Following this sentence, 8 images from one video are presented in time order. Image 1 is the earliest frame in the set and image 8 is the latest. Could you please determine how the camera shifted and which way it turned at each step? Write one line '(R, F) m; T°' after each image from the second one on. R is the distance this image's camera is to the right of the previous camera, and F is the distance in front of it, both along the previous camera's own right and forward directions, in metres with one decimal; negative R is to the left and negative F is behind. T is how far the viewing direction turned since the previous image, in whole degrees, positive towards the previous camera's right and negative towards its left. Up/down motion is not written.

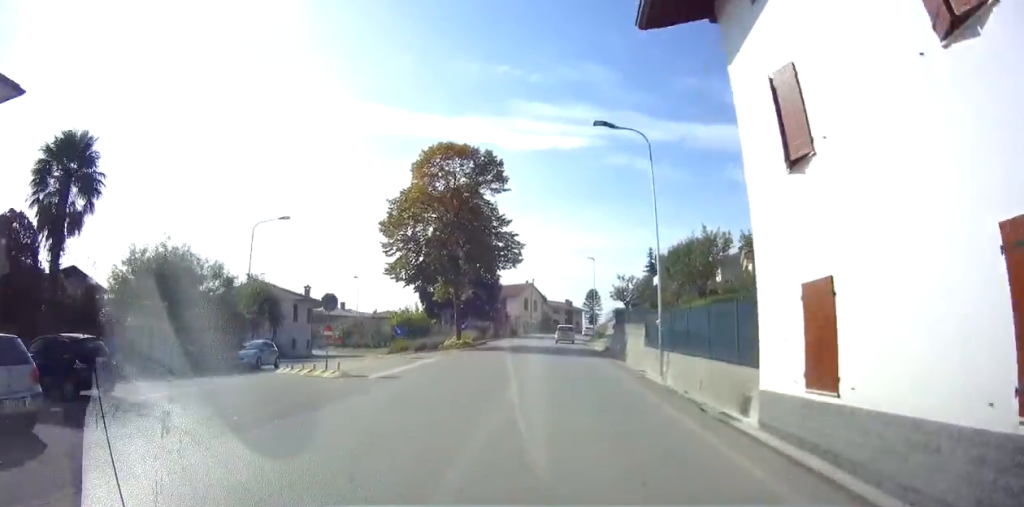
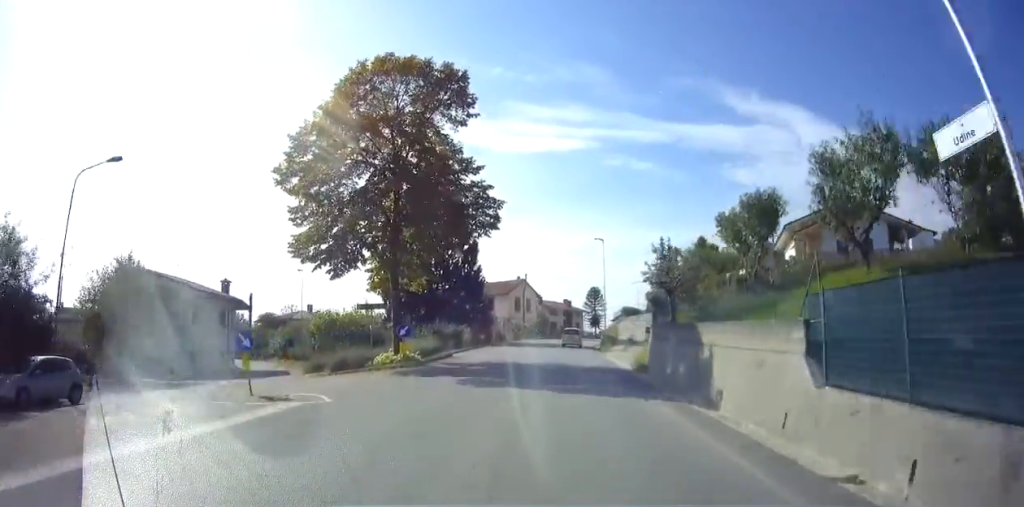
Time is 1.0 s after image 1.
(+0.2, +14.3) m; +1°
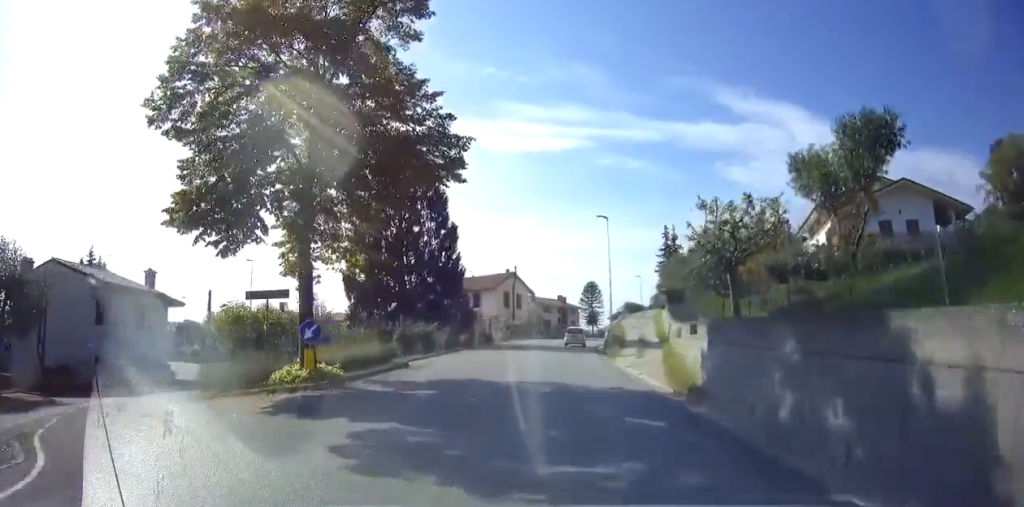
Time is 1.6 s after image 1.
(0.0, +8.1) m; 0°
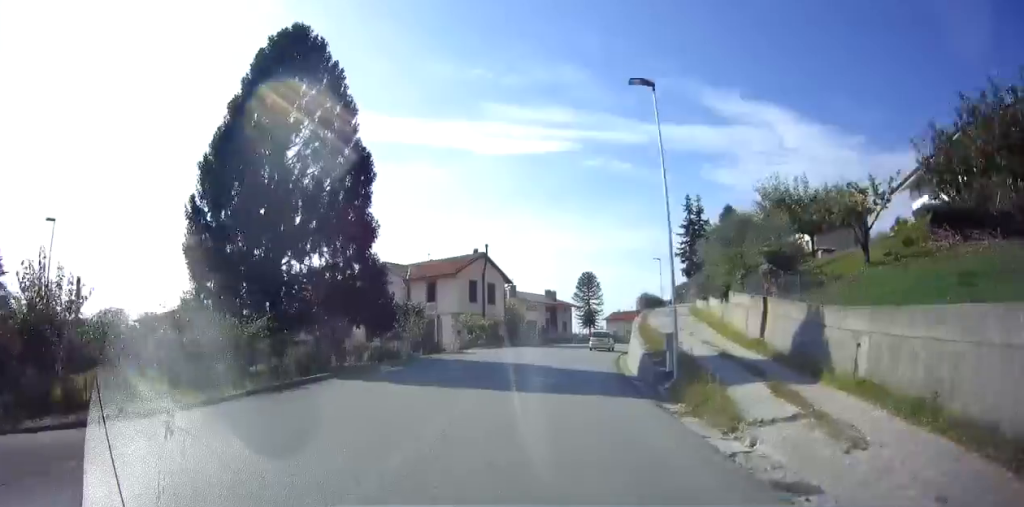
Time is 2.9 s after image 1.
(0.0, +19.3) m; +1°
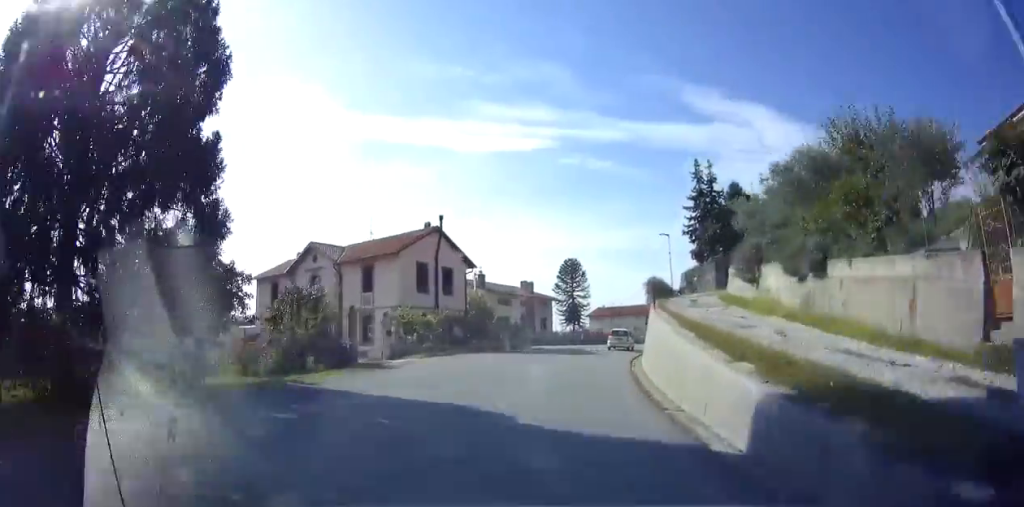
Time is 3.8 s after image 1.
(+0.1, +11.8) m; +1°
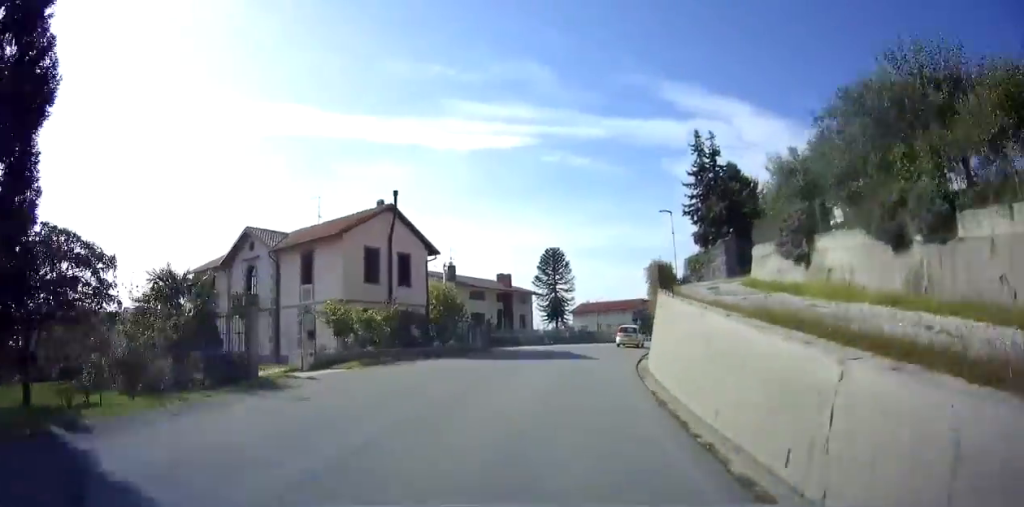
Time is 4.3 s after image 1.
(+0.1, +7.1) m; +1°
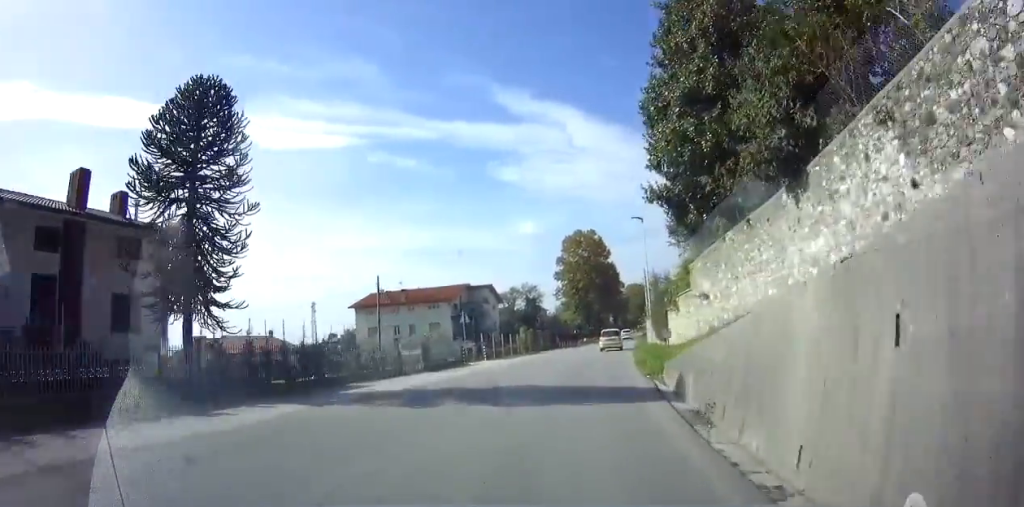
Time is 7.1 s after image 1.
(+3.7, +39.8) m; +15°
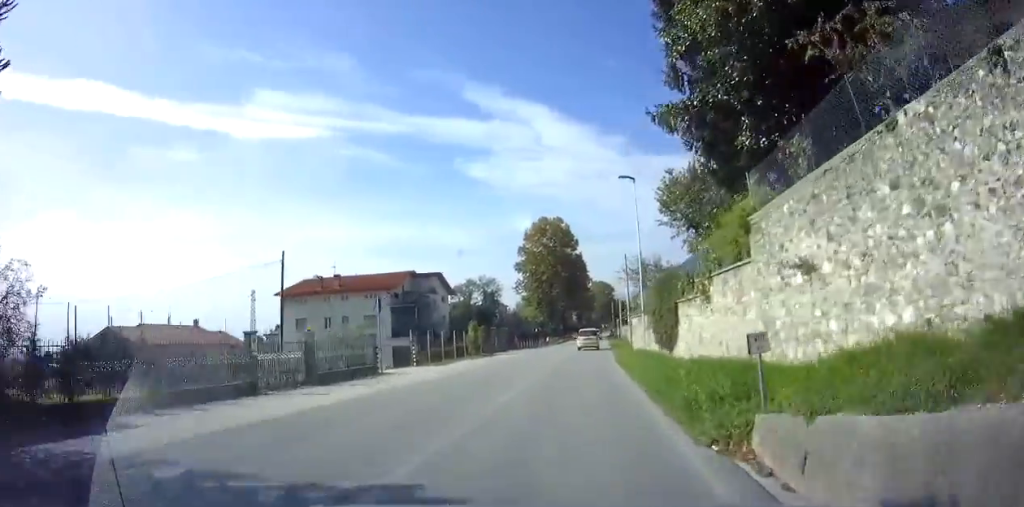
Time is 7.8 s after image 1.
(+0.4, +9.8) m; +4°
